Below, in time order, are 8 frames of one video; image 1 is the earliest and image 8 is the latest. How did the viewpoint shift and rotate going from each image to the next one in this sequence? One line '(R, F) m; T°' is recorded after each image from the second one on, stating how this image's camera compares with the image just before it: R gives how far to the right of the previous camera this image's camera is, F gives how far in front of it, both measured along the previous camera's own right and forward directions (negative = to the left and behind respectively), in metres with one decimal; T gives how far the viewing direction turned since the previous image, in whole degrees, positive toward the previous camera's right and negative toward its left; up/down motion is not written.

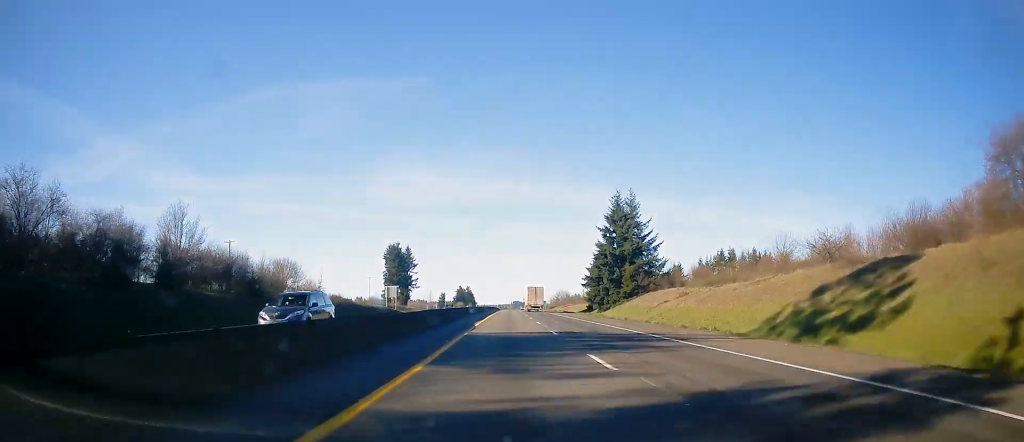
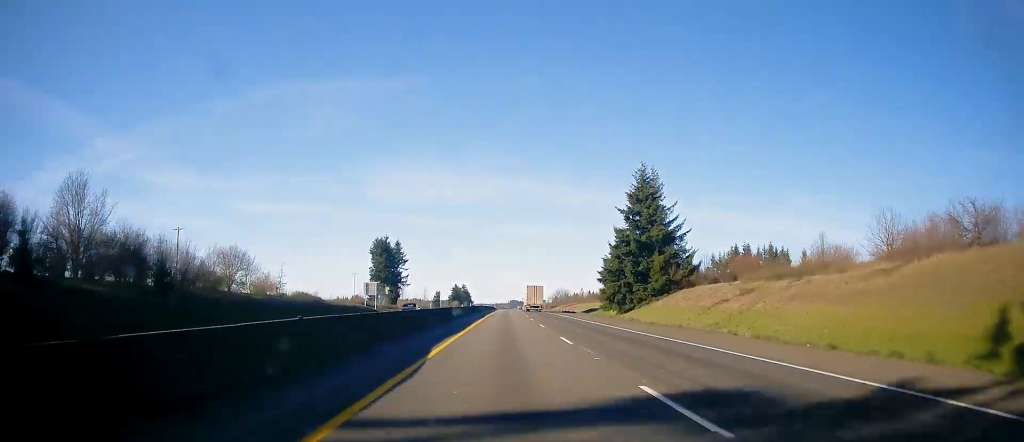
(+0.2, +17.8) m; 0°
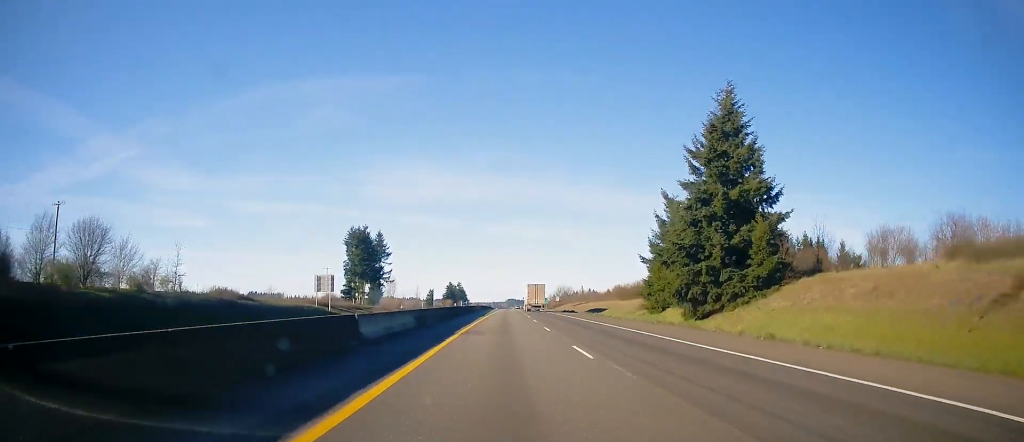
(-0.2, +28.9) m; 0°
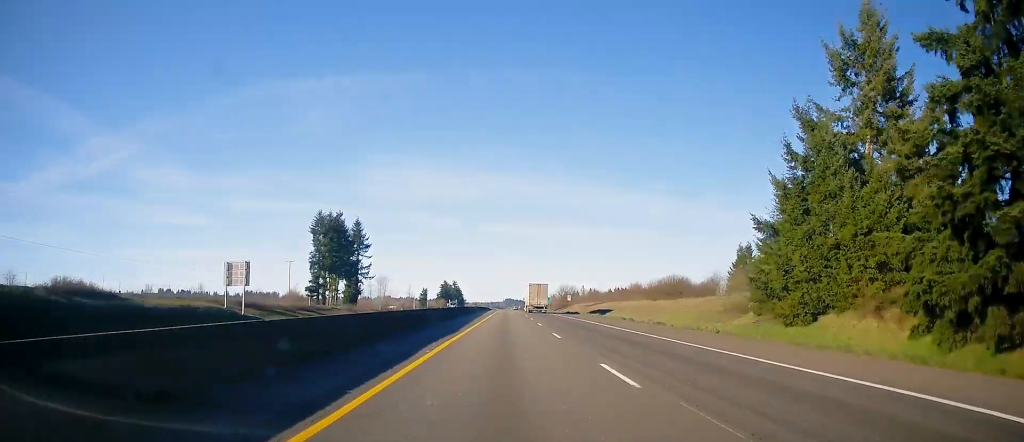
(+0.1, +29.0) m; 0°
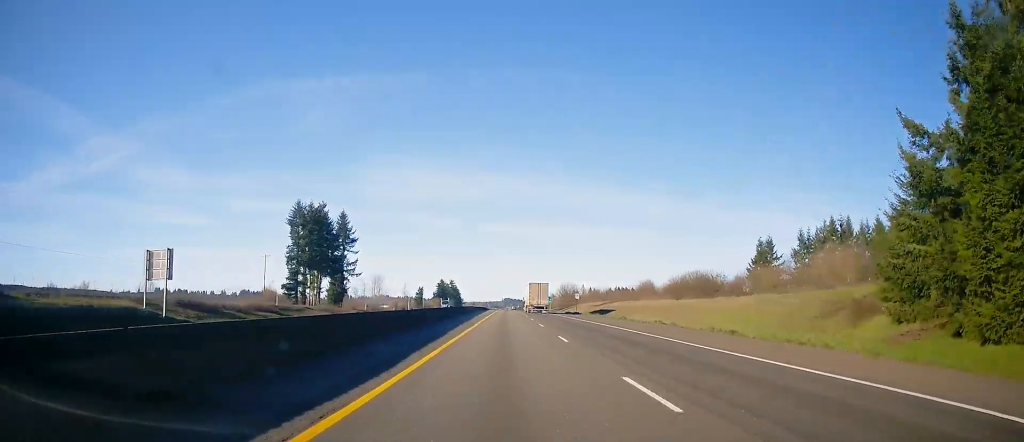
(+0.2, +14.5) m; 0°
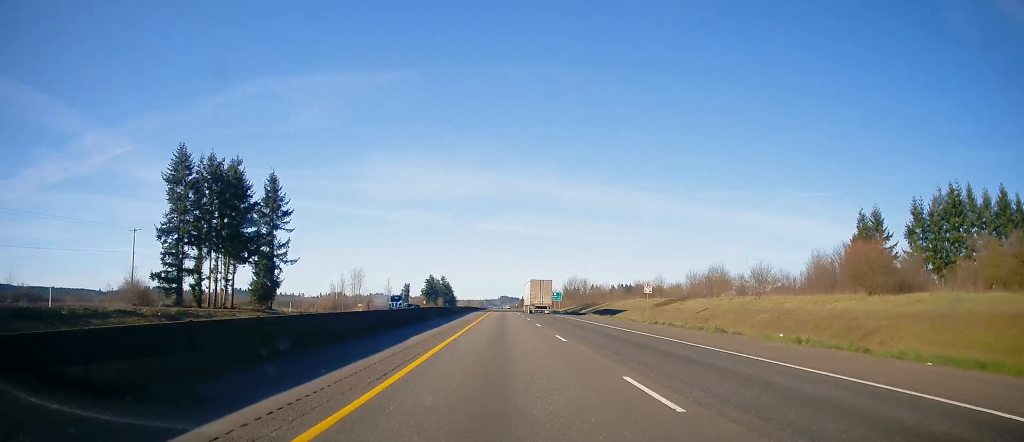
(+0.2, +49.1) m; +1°
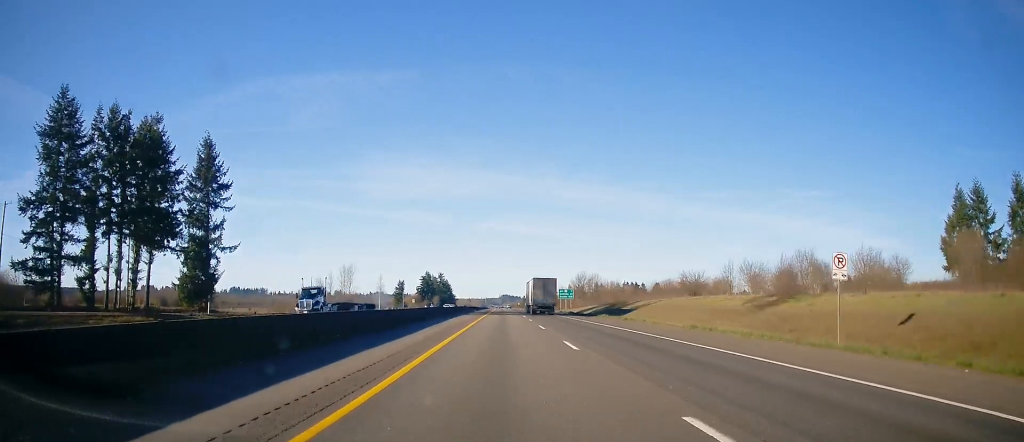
(+0.1, +29.0) m; 0°
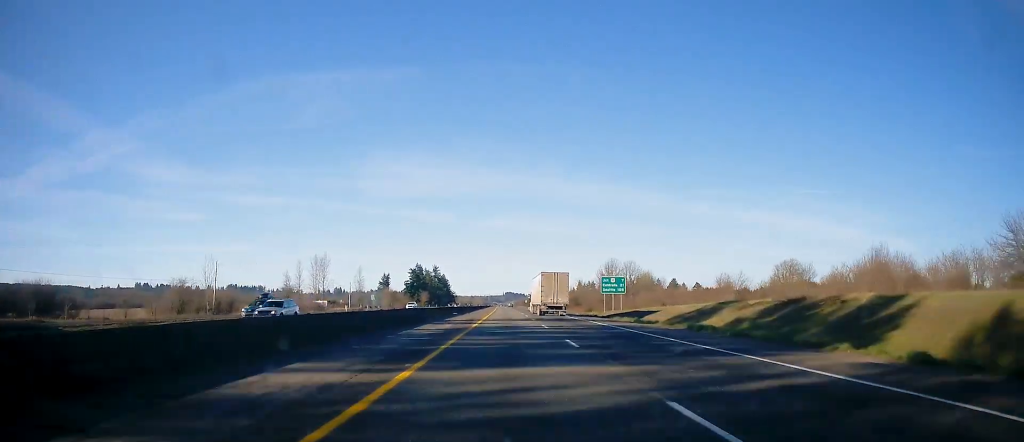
(-0.3, +59.9) m; 0°
